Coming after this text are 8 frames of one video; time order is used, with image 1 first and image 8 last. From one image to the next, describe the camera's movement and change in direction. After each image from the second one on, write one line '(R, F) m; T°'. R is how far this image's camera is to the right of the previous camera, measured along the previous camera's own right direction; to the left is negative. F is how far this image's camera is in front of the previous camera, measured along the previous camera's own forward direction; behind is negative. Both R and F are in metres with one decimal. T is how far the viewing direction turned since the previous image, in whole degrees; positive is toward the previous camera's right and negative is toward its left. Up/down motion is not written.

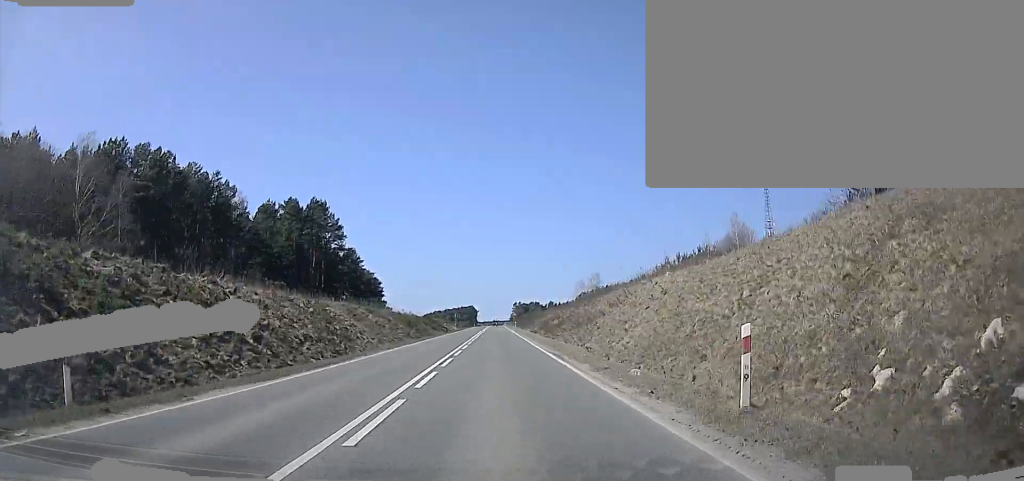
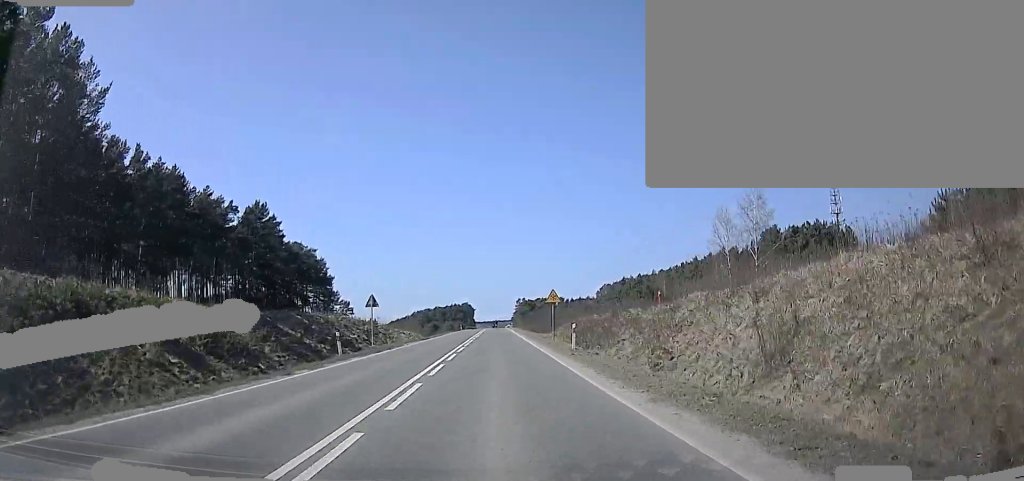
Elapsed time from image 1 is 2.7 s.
(+3.0, +82.0) m; +3°
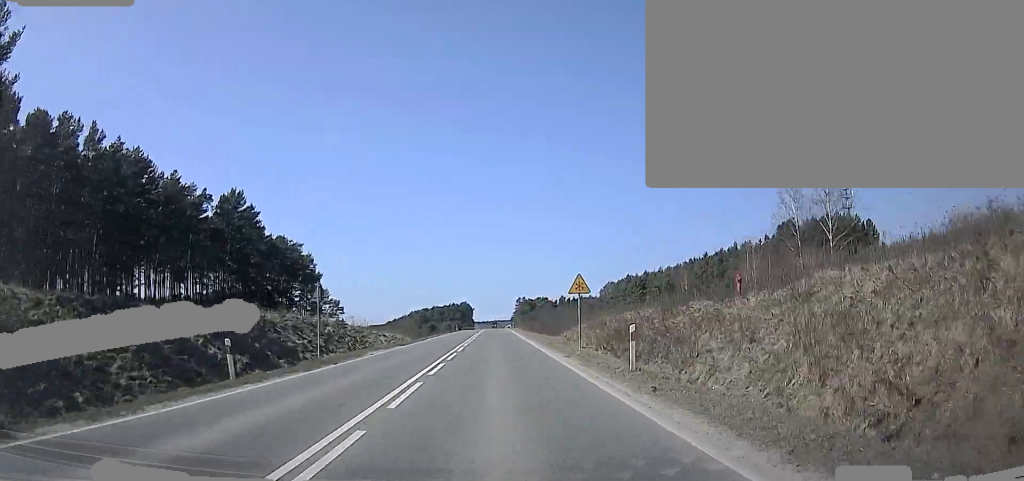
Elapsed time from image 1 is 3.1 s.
(-0.1, +11.4) m; 0°
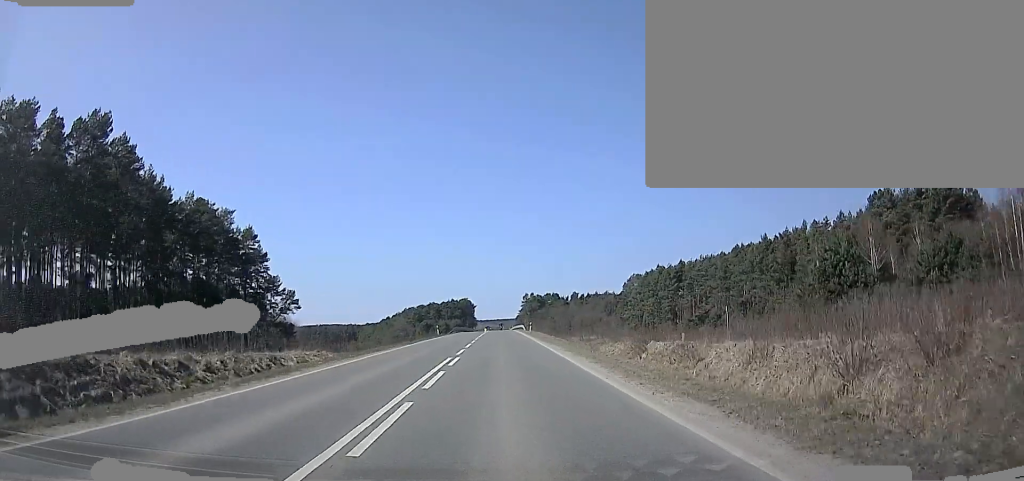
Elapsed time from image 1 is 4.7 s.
(-0.1, +39.4) m; -3°
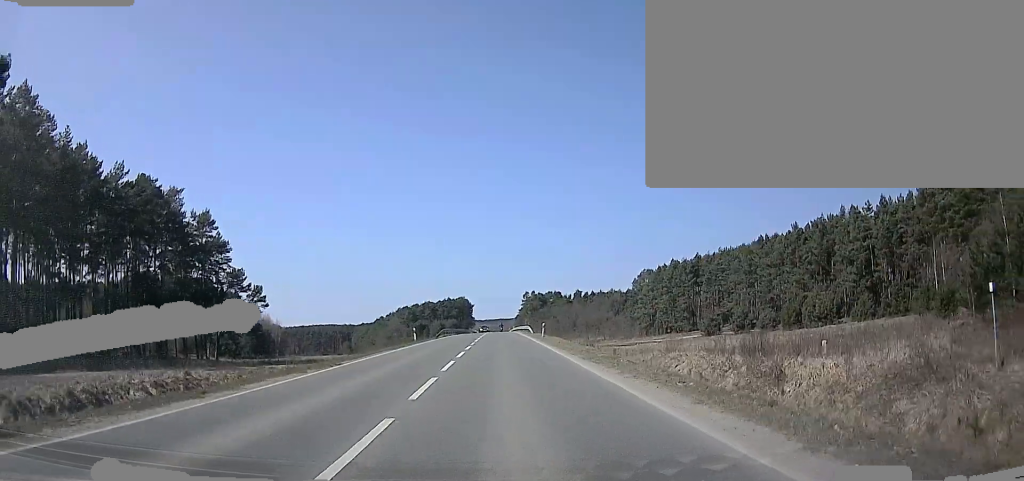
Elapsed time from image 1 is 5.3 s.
(-0.5, +15.0) m; -2°
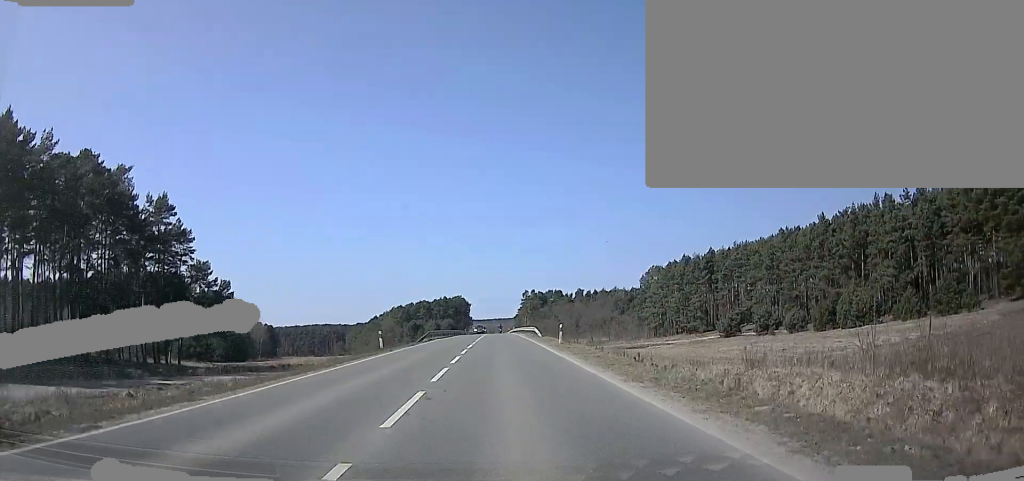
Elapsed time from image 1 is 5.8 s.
(0.0, +9.2) m; 0°
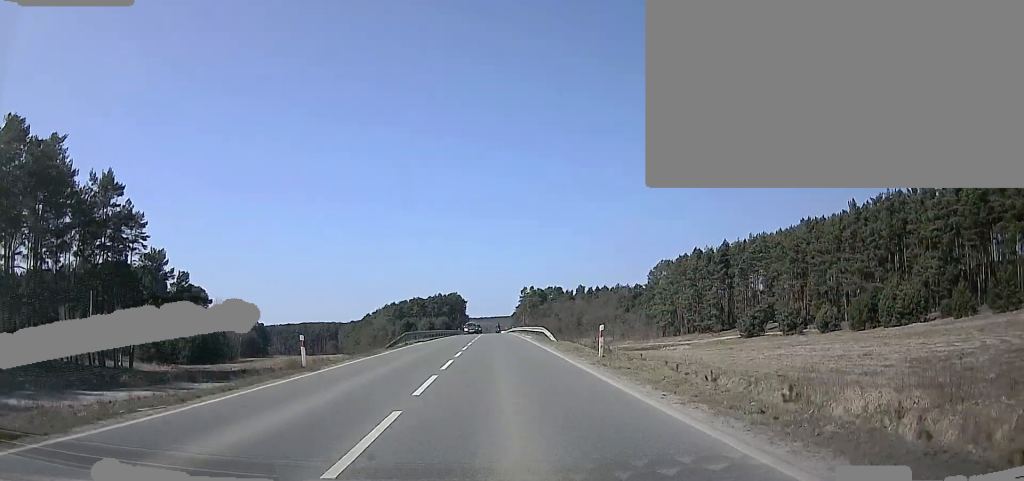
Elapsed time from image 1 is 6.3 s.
(0.0, +9.2) m; 0°
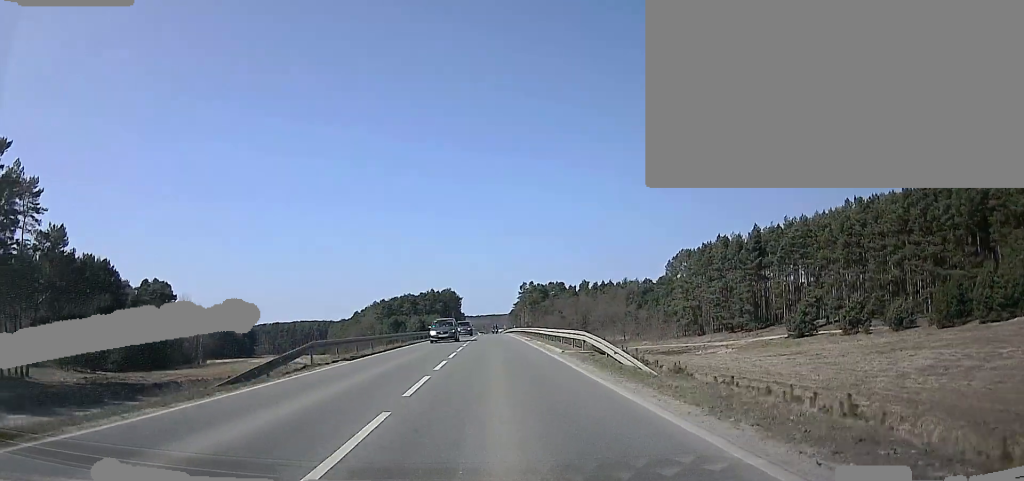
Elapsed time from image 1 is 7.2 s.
(0.0, +18.2) m; +1°
